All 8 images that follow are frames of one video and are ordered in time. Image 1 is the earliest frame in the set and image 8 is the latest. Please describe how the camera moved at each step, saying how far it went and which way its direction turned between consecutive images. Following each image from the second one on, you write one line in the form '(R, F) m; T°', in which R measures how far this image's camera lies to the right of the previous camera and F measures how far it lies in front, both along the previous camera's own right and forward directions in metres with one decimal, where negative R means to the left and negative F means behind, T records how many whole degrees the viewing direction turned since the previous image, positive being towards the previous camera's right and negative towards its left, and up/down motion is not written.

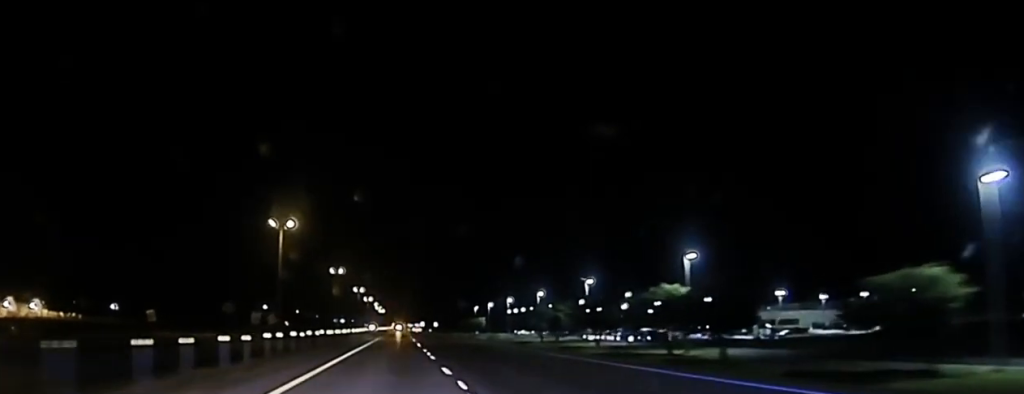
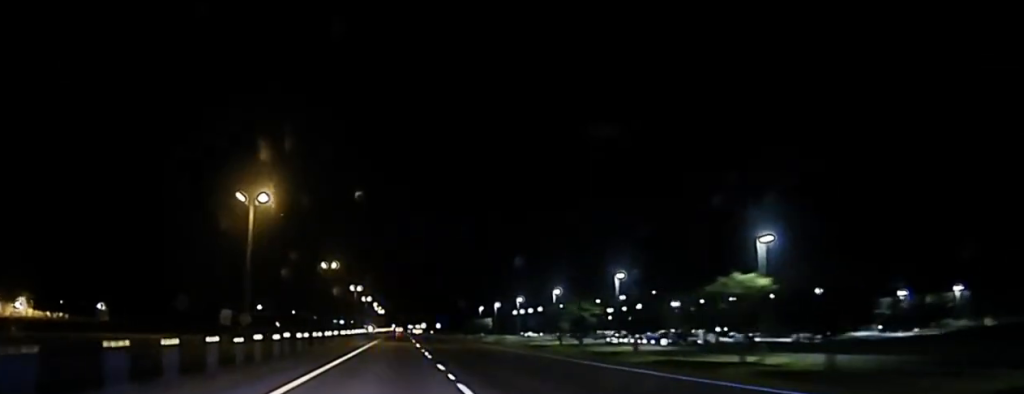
(0.0, +20.0) m; 0°
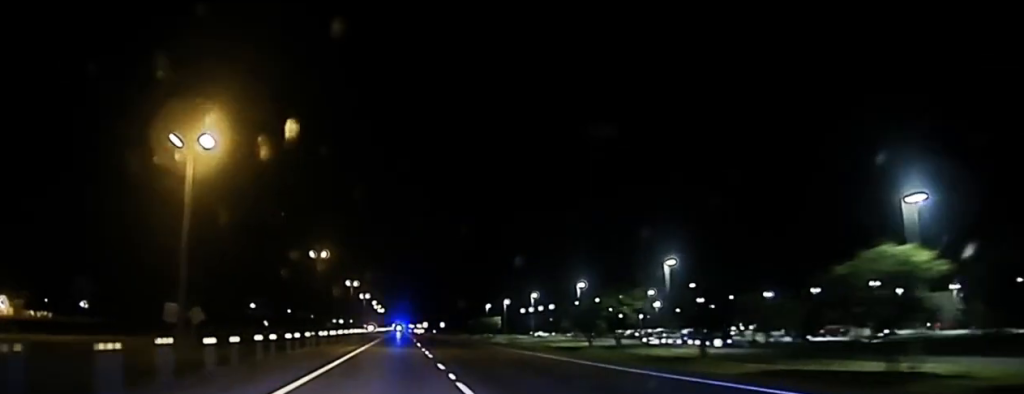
(-0.1, +22.9) m; 0°
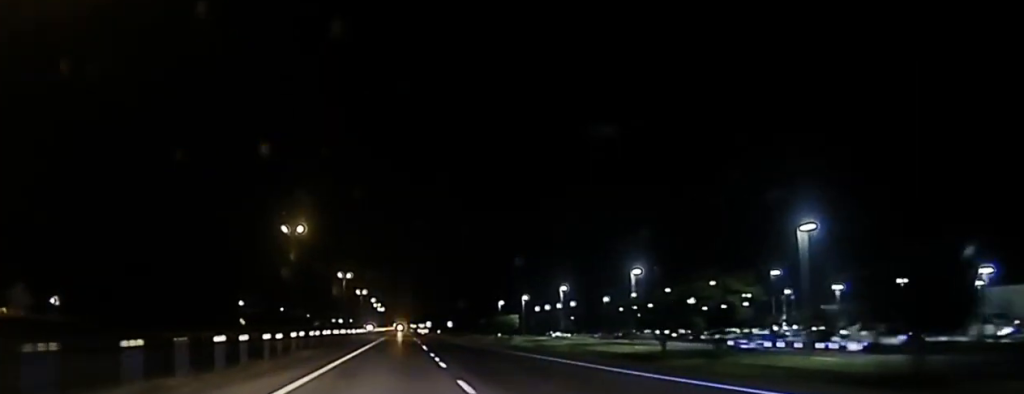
(-0.1, +33.7) m; 0°
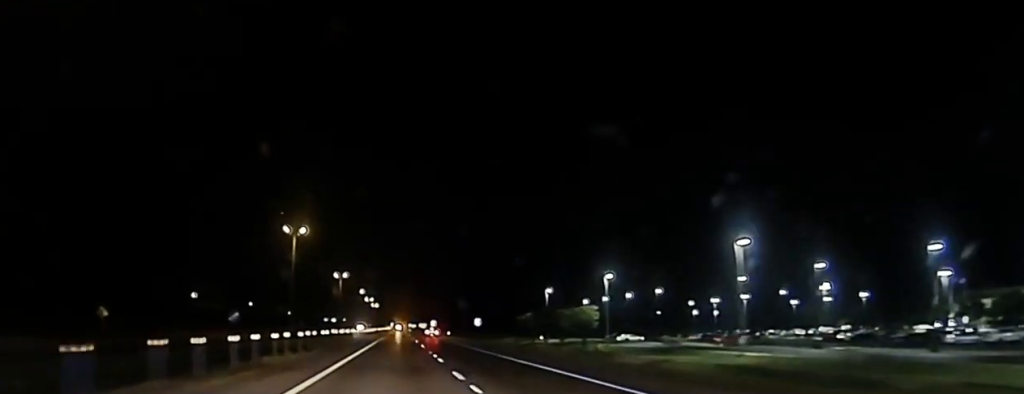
(+0.3, +80.3) m; 0°
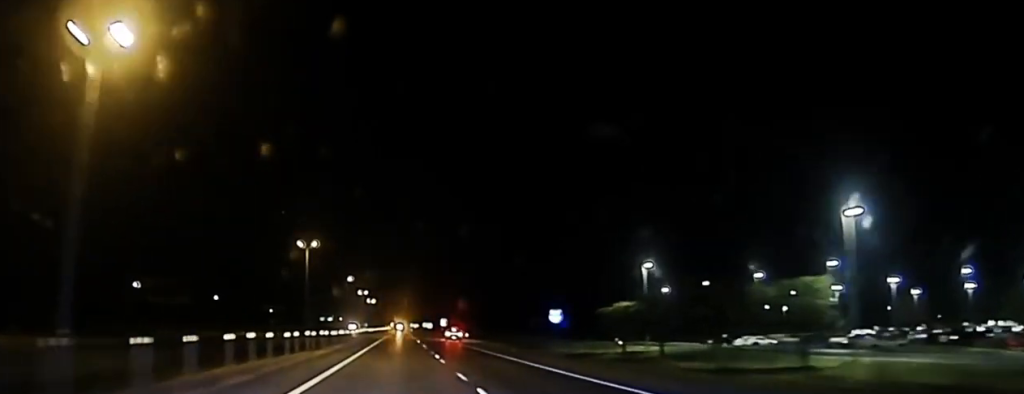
(-0.2, +65.6) m; 0°
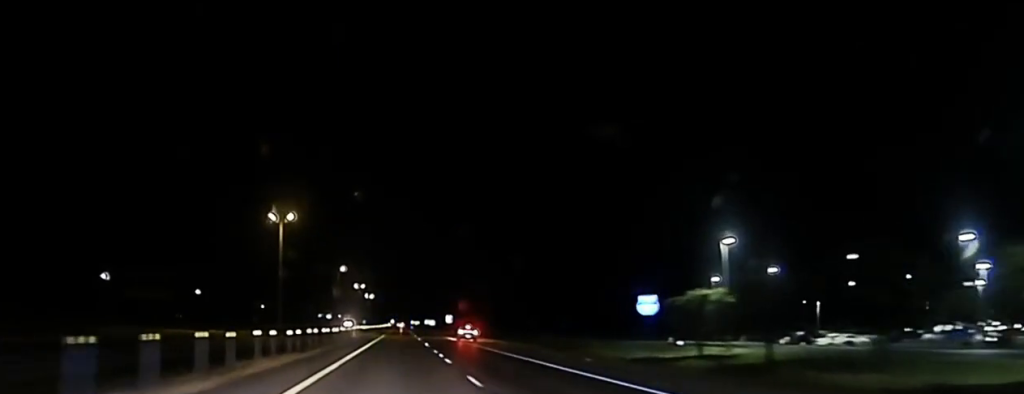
(0.0, +27.5) m; 0°
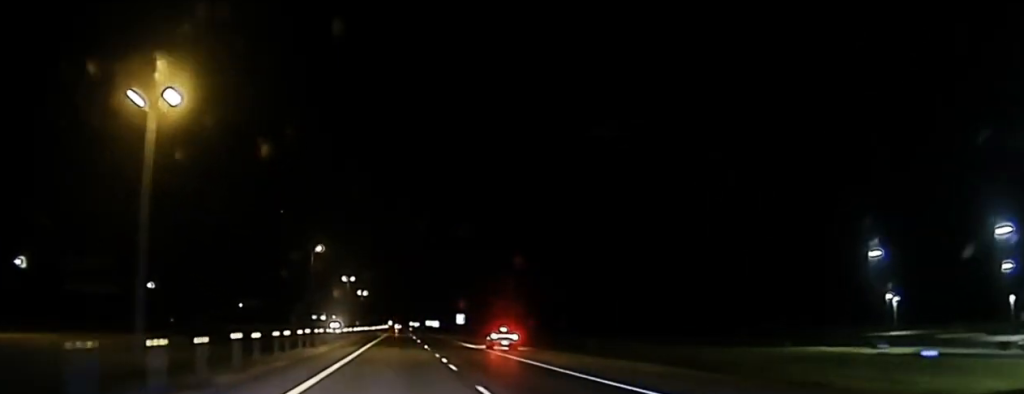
(+0.1, +58.1) m; 0°
